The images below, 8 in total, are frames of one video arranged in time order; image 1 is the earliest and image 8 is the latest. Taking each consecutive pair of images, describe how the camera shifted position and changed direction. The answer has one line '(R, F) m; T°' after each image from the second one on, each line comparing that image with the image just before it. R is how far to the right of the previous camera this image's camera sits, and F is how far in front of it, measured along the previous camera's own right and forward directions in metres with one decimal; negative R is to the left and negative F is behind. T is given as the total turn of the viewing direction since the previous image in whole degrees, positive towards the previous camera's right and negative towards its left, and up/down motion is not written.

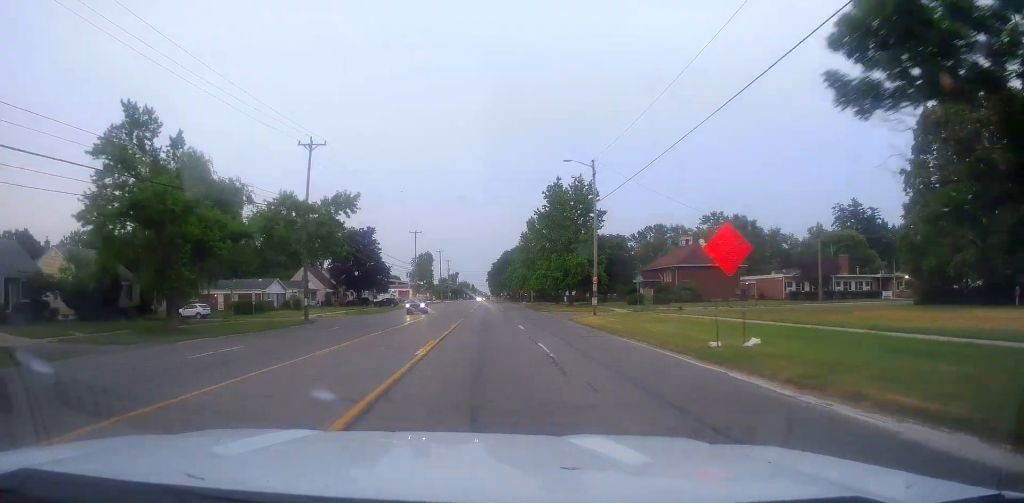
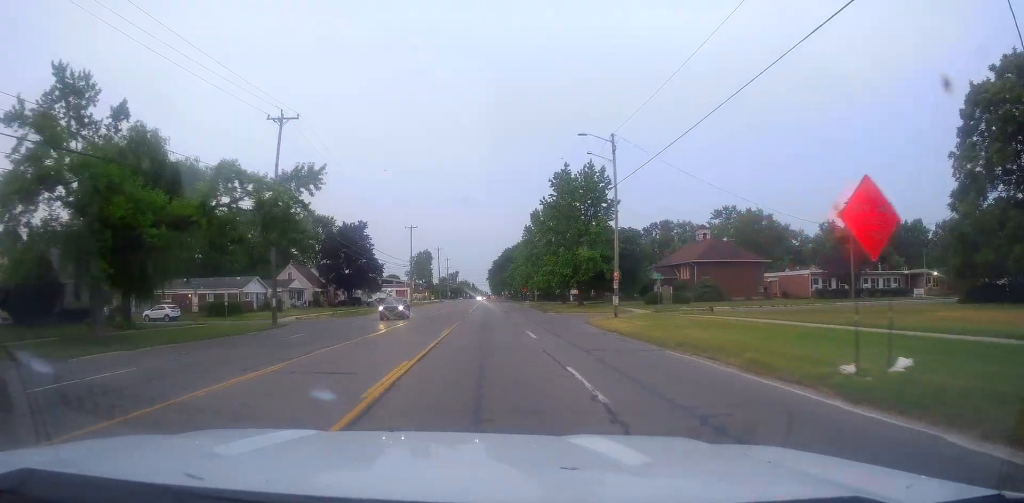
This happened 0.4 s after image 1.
(+0.1, +7.4) m; 0°
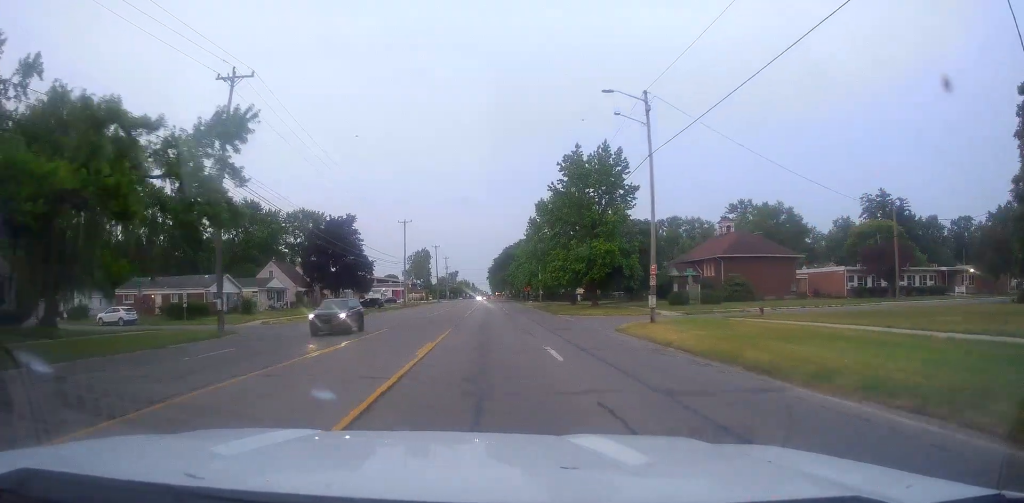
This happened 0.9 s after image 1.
(+0.2, +8.7) m; -1°
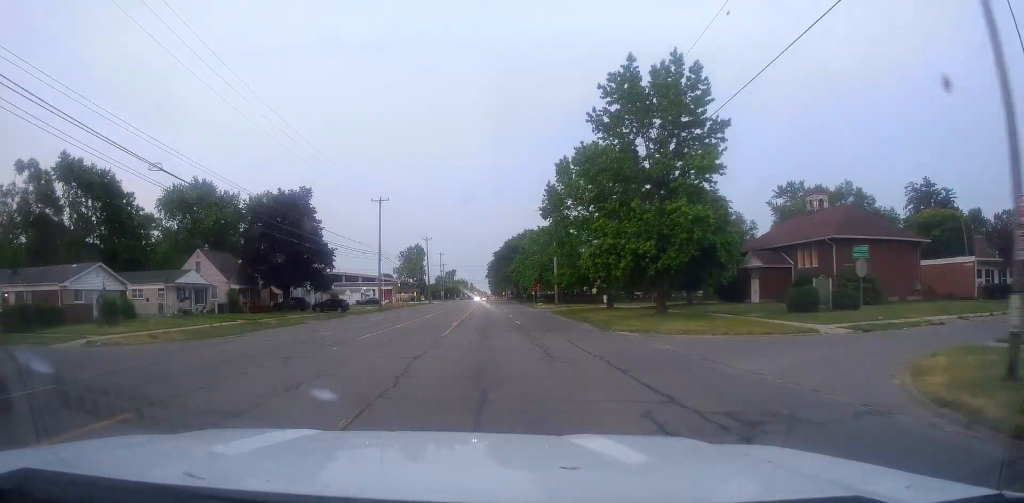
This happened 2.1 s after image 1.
(-0.7, +22.6) m; 0°
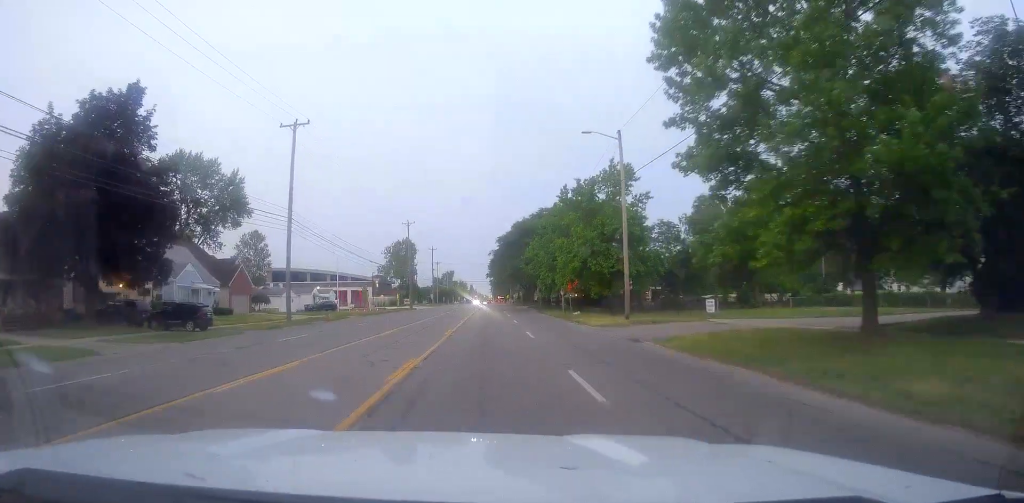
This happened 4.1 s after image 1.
(-0.1, +36.4) m; 0°
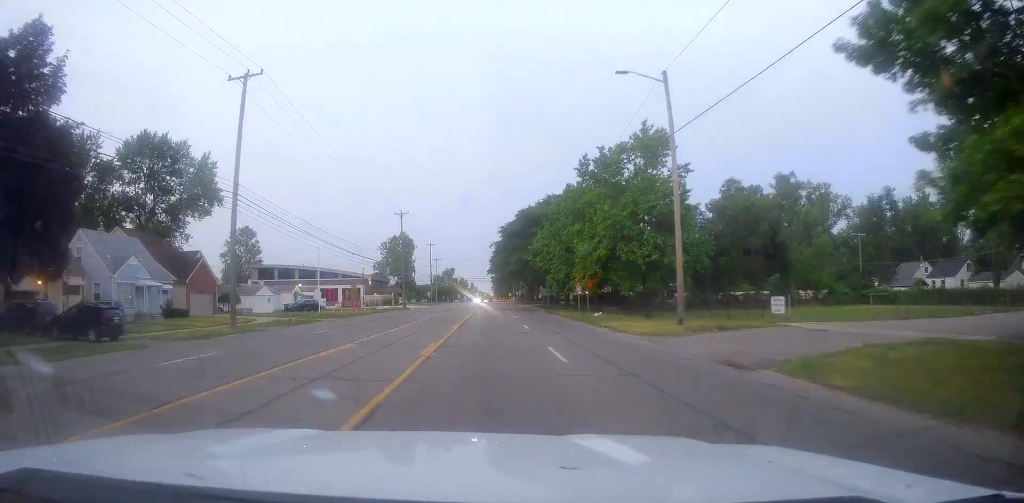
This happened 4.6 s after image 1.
(+0.4, +9.9) m; +1°
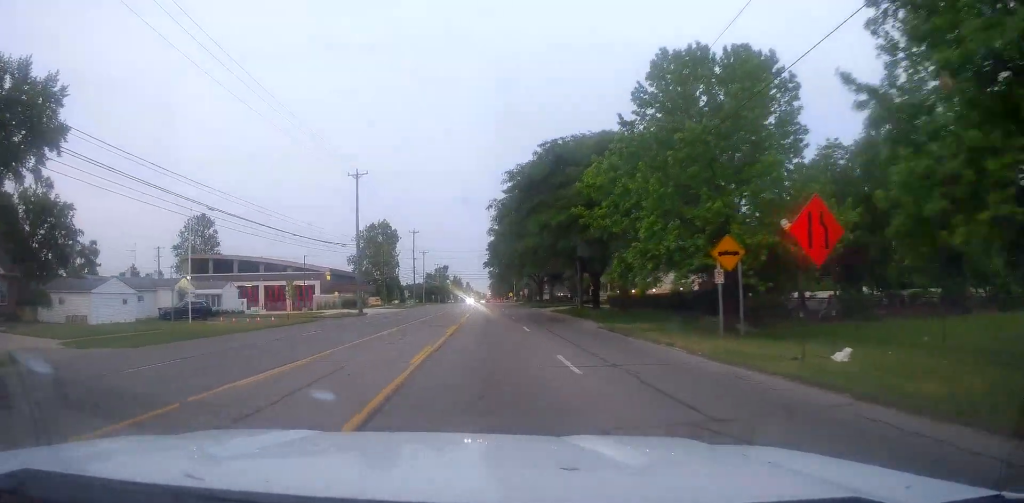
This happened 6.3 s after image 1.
(+0.2, +32.3) m; 0°
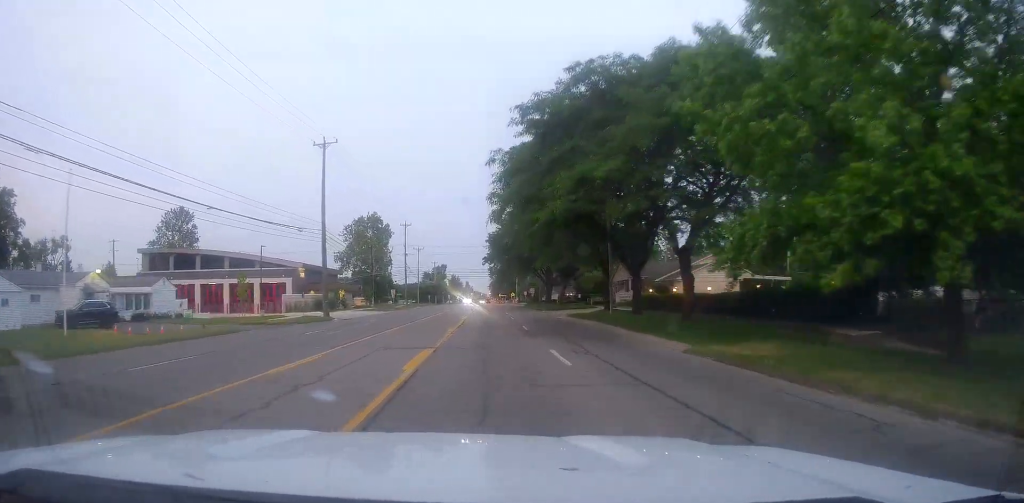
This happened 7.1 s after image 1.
(+0.3, +14.1) m; -1°
